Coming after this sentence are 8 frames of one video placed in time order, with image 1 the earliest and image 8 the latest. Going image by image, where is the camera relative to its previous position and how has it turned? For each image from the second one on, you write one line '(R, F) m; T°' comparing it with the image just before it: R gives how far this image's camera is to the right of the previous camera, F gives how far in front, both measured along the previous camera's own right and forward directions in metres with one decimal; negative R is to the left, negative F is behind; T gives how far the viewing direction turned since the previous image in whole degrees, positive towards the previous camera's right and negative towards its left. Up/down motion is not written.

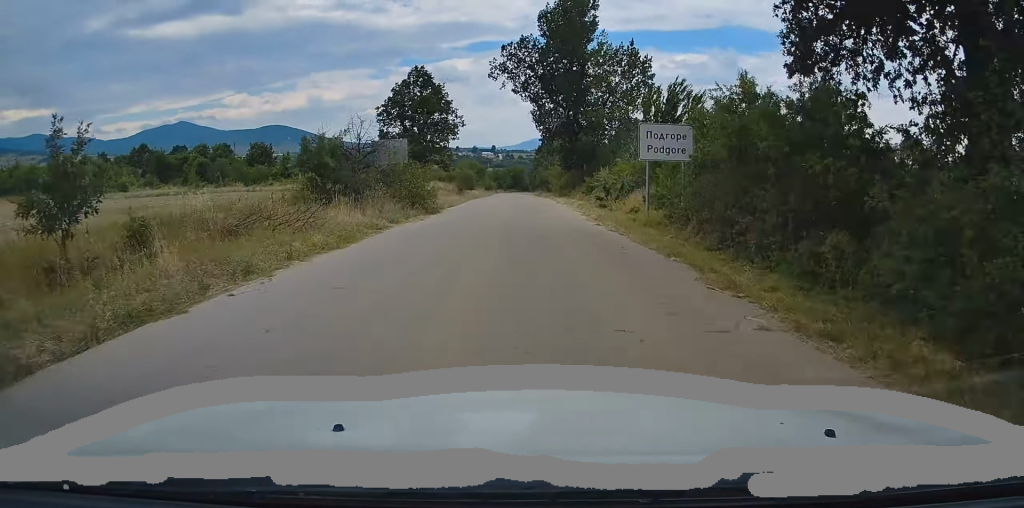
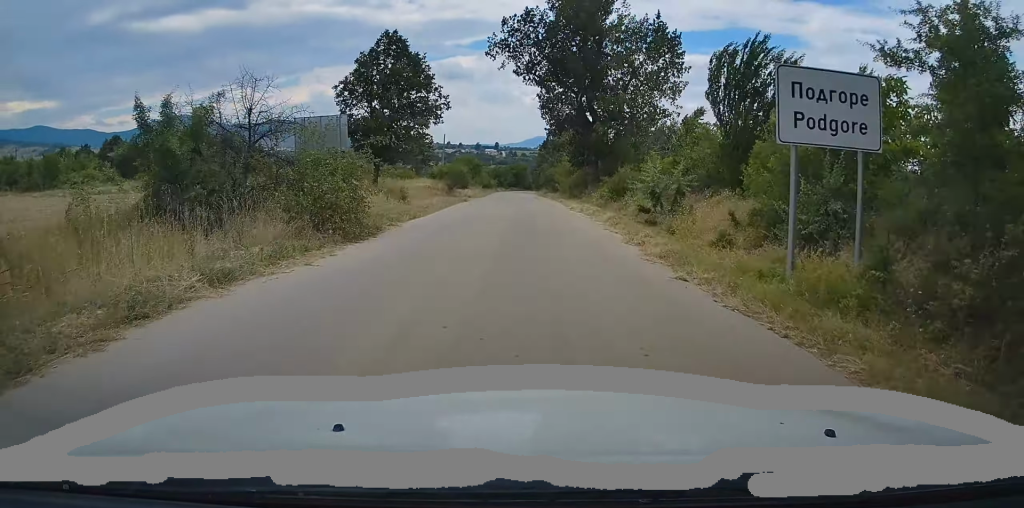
(-0.2, +9.7) m; 0°
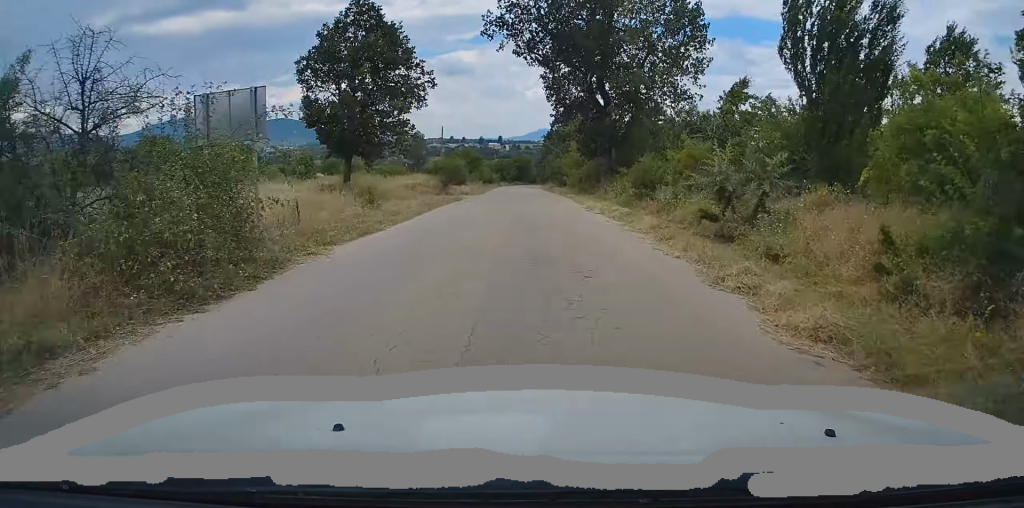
(0.0, +5.8) m; 0°
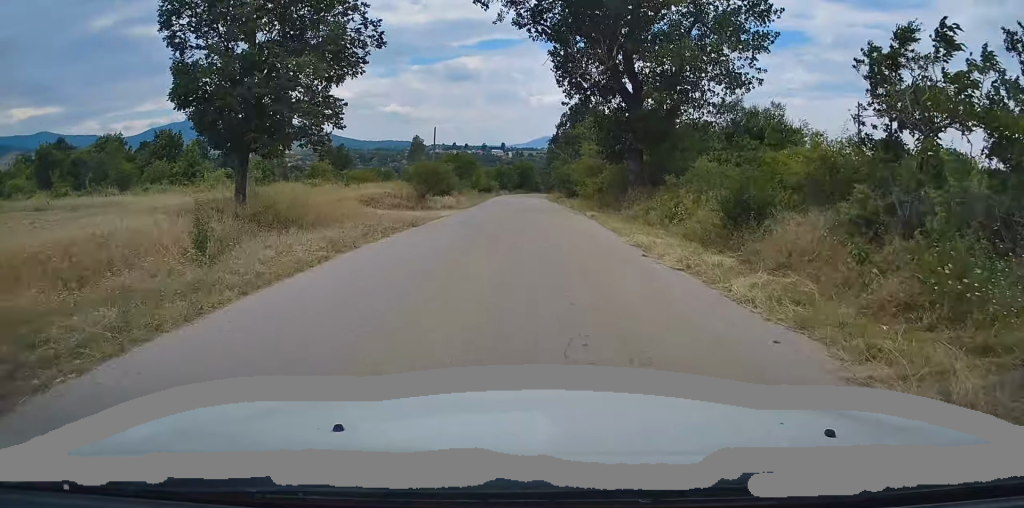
(+0.2, +10.7) m; 0°
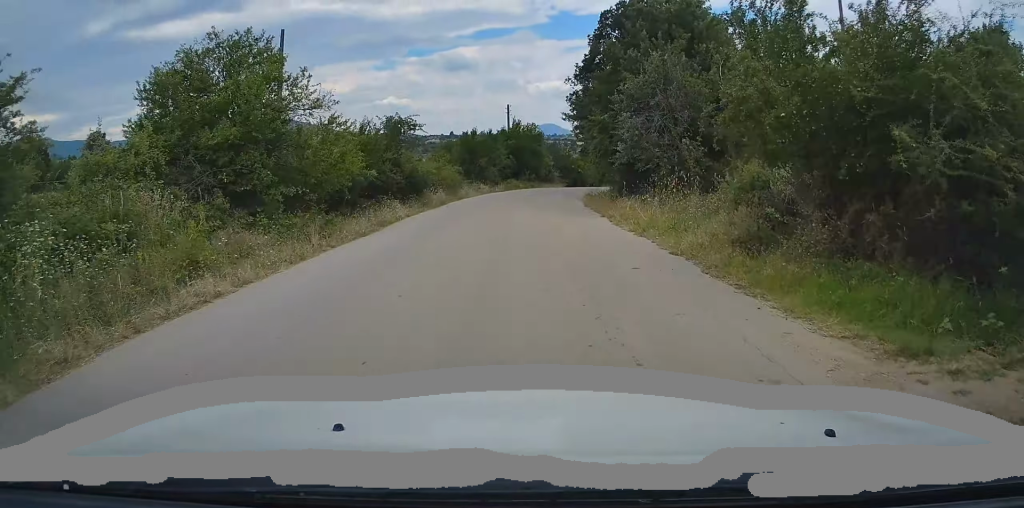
(0.0, +52.9) m; +1°
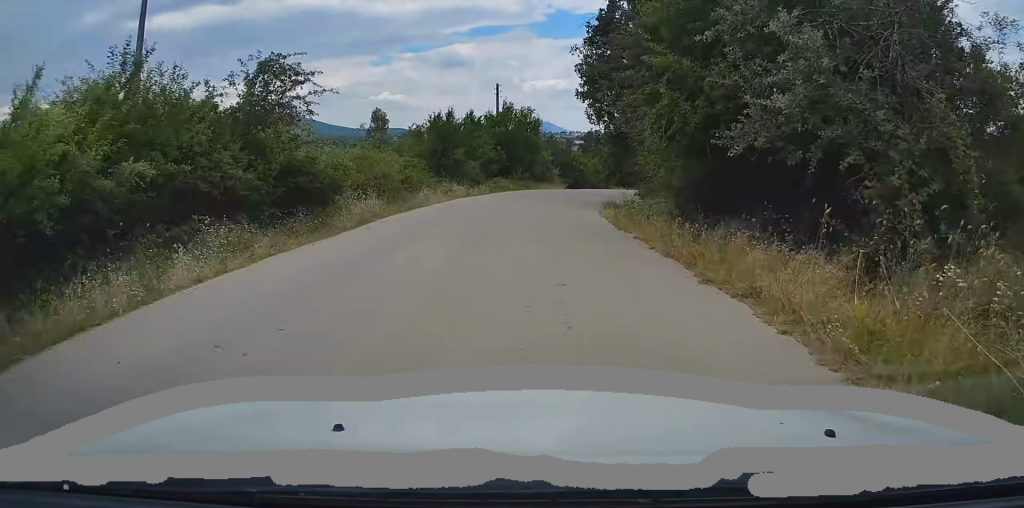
(+0.2, +12.1) m; +1°
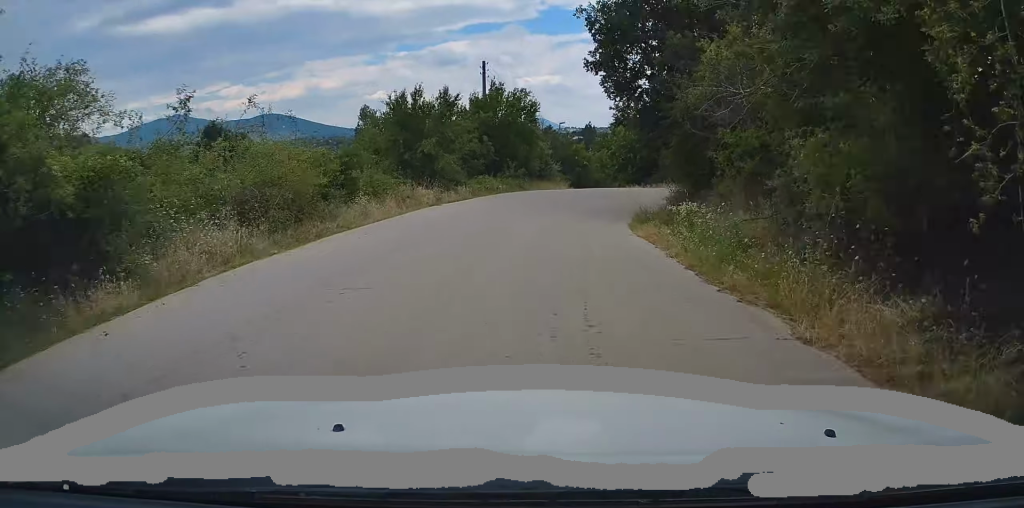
(0.0, +8.7) m; 0°
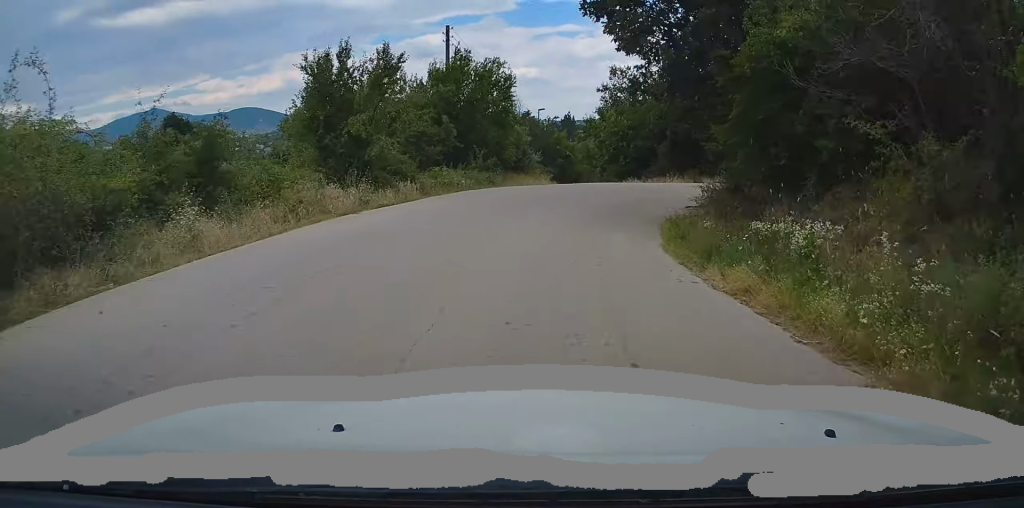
(0.0, +7.2) m; +2°
